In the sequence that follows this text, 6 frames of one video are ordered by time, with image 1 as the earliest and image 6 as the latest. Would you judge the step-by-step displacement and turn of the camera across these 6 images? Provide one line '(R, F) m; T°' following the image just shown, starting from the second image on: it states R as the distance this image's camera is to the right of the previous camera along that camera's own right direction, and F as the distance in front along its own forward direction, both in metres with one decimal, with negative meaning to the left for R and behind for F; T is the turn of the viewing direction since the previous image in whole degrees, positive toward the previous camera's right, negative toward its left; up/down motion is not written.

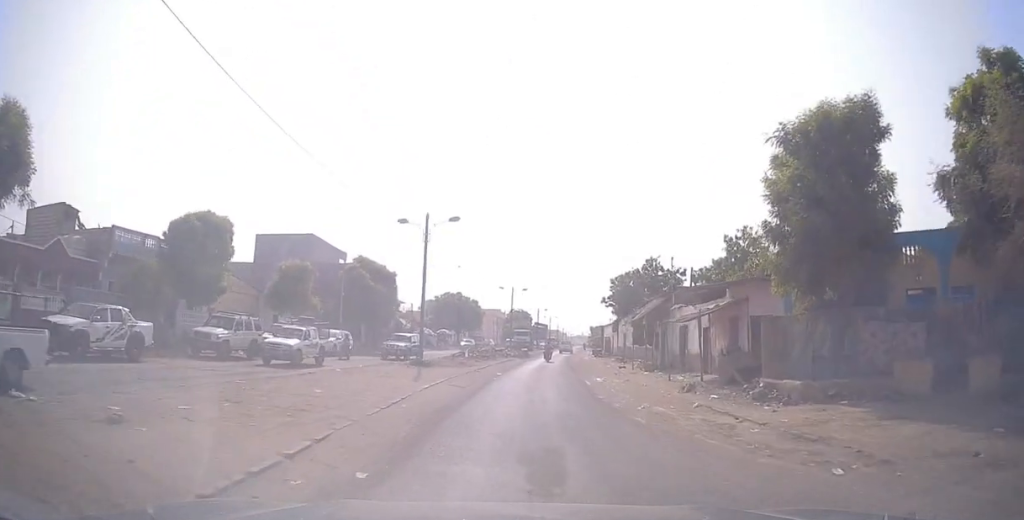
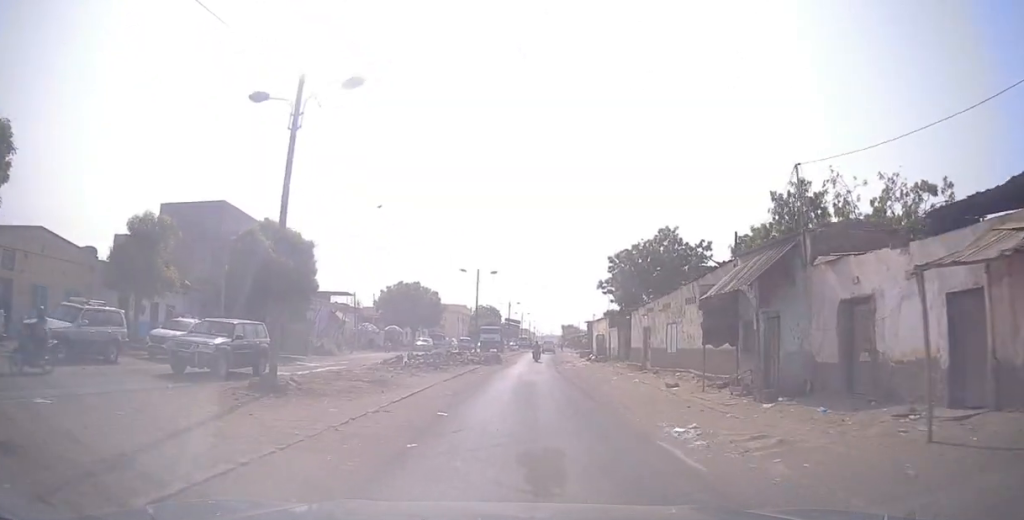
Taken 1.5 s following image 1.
(+1.4, +16.8) m; +6°
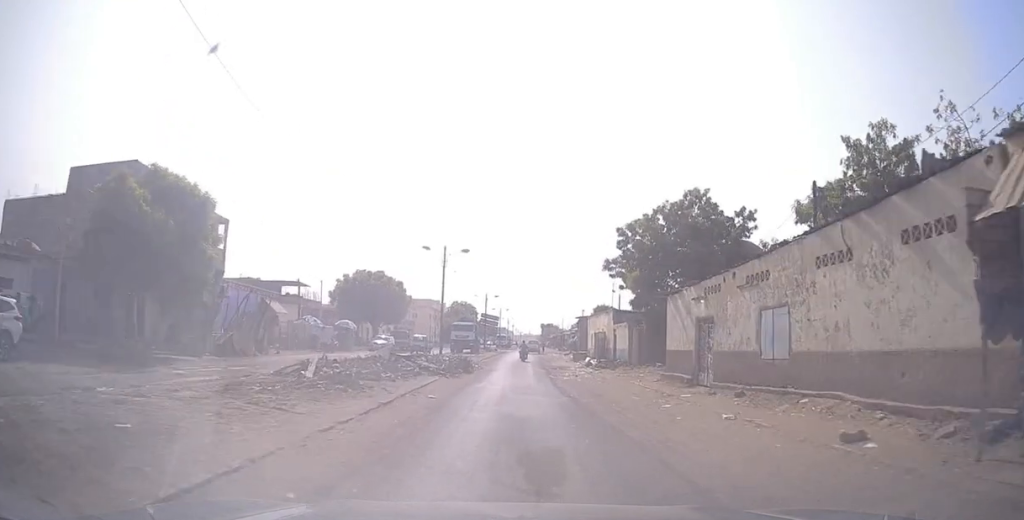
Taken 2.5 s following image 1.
(0.0, +12.6) m; -1°
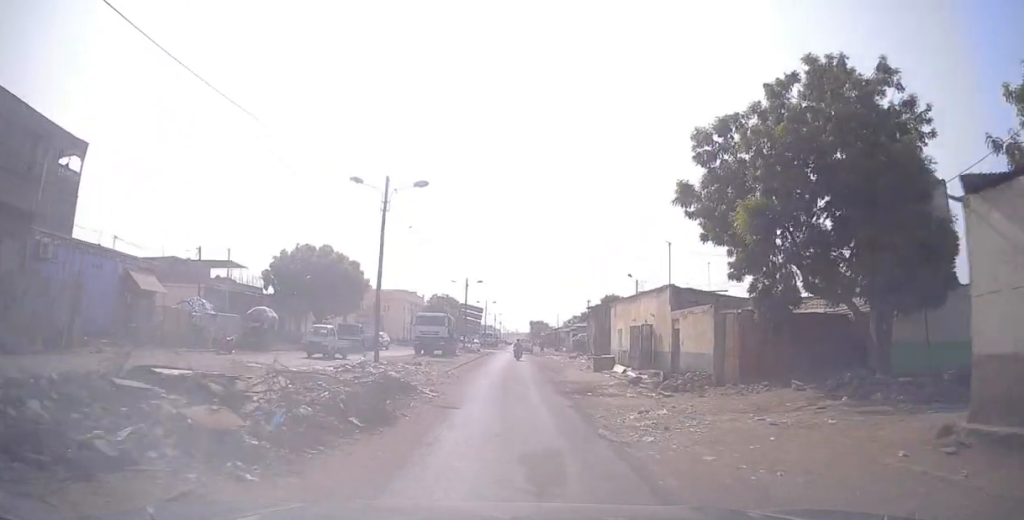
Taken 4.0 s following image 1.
(+0.3, +17.5) m; +3°
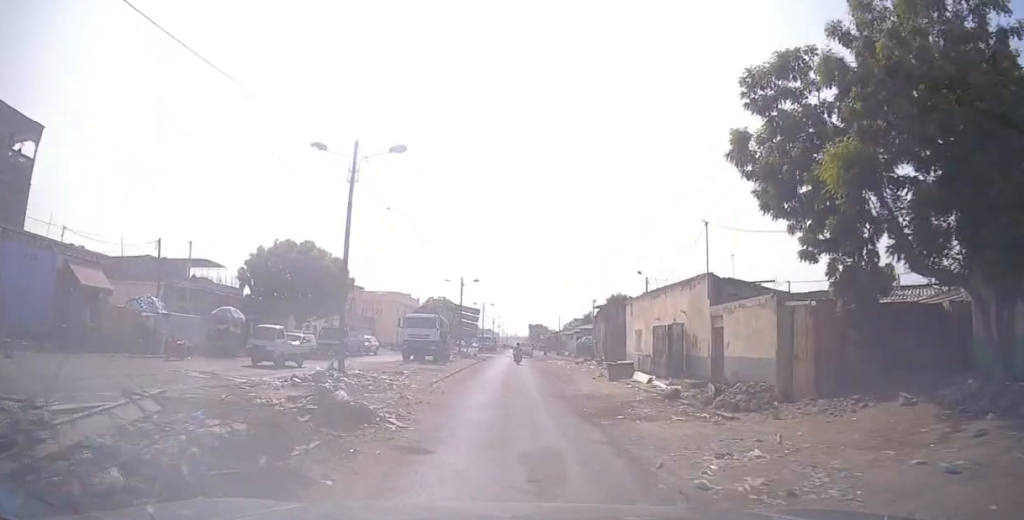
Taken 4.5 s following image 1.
(0.0, +4.9) m; 0°
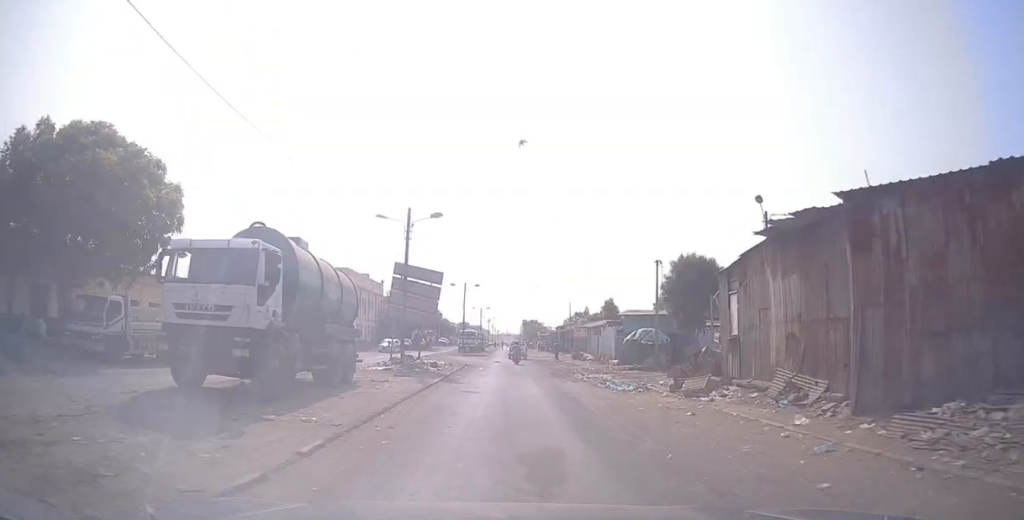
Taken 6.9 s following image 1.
(+0.4, +27.1) m; +2°
